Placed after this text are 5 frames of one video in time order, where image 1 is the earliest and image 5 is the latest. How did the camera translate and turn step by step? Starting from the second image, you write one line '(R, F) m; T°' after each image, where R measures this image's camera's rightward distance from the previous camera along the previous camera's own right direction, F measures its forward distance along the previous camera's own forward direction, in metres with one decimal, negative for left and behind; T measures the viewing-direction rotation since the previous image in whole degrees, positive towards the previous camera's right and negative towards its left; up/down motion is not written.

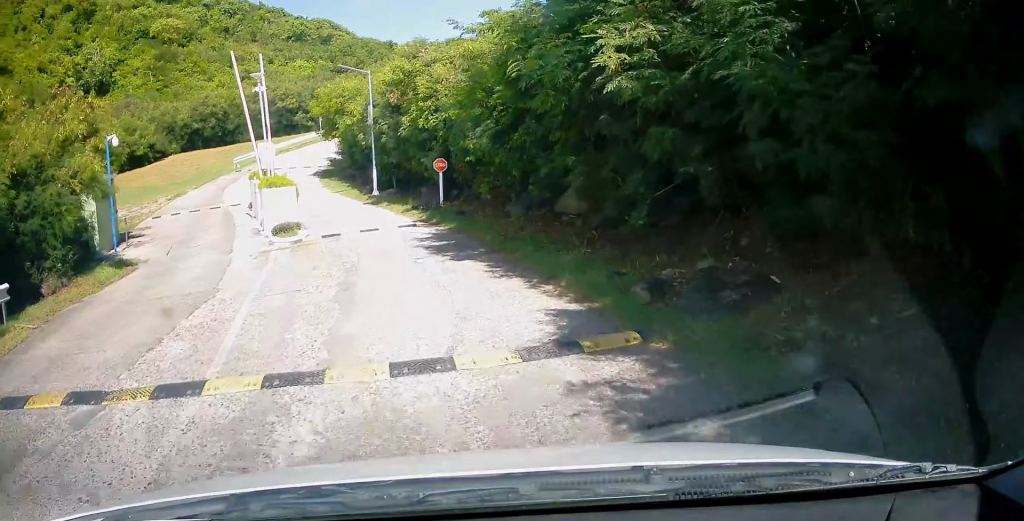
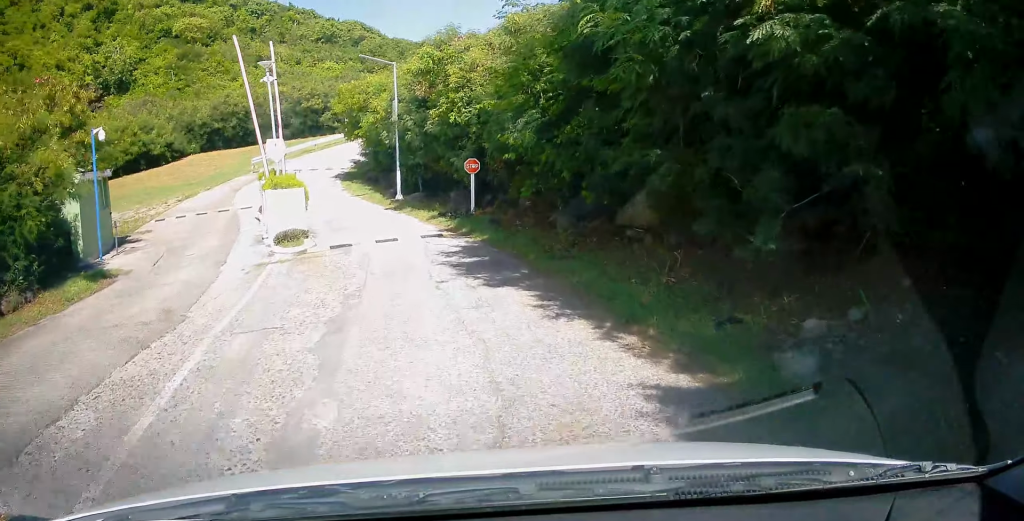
(-0.1, +2.3) m; -2°
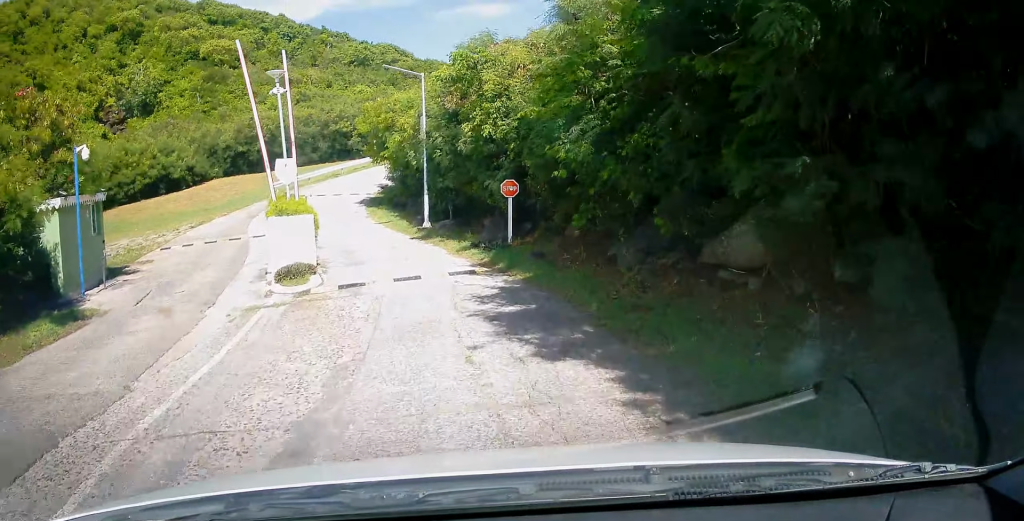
(0.0, +2.6) m; -3°
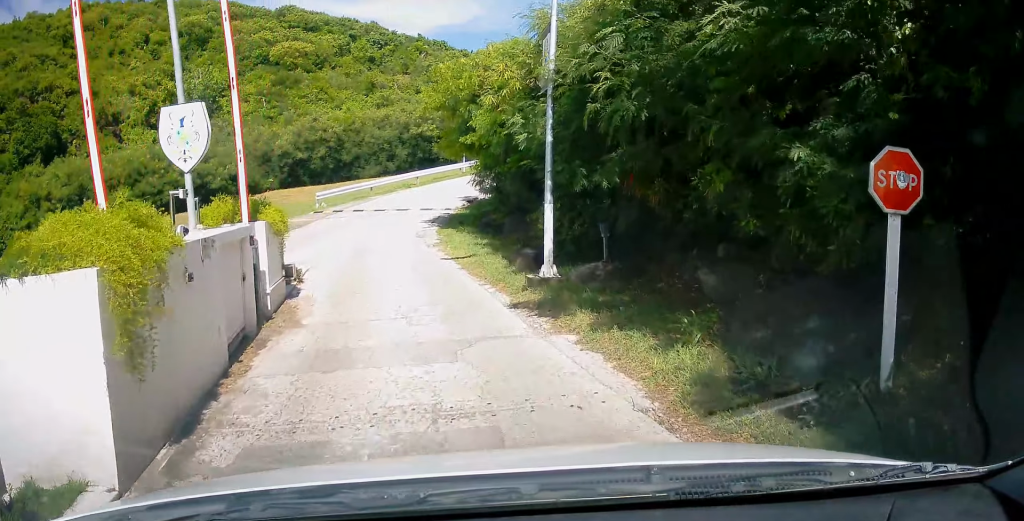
(-1.1, +11.1) m; -12°
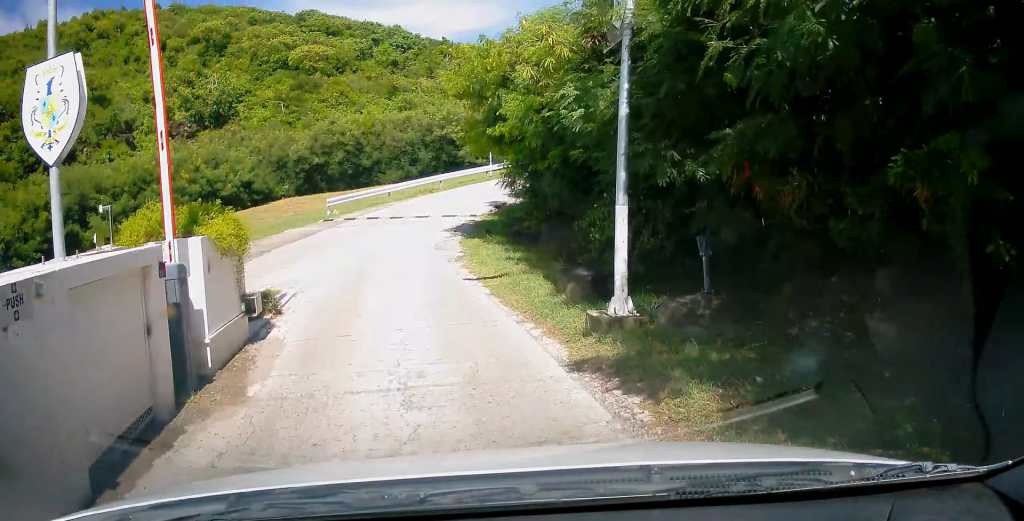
(-0.1, +3.0) m; -3°
